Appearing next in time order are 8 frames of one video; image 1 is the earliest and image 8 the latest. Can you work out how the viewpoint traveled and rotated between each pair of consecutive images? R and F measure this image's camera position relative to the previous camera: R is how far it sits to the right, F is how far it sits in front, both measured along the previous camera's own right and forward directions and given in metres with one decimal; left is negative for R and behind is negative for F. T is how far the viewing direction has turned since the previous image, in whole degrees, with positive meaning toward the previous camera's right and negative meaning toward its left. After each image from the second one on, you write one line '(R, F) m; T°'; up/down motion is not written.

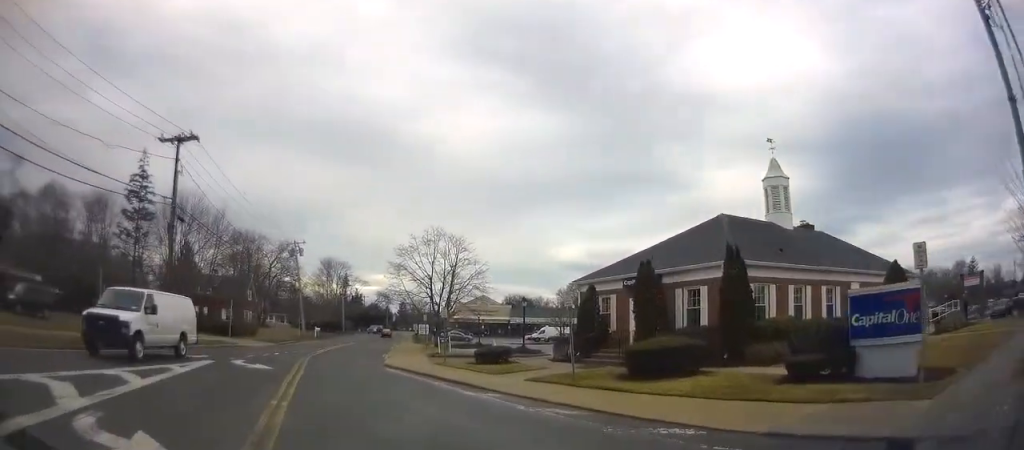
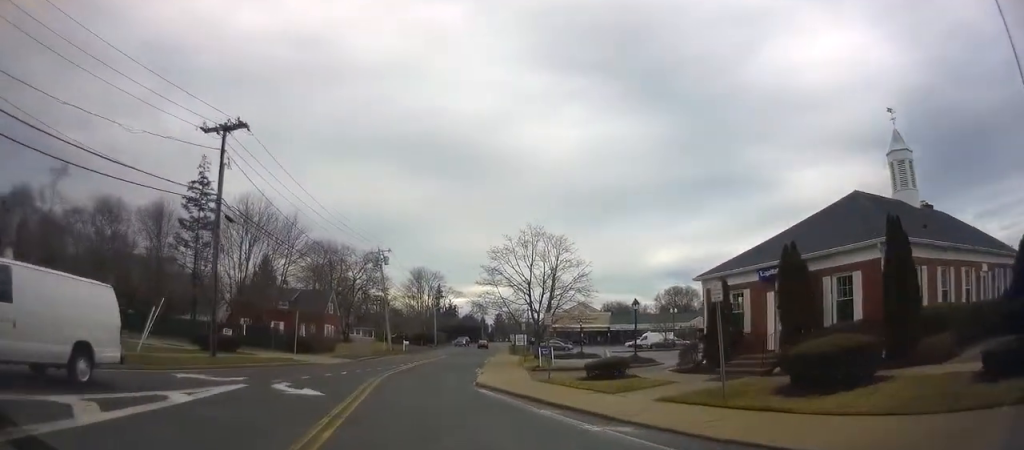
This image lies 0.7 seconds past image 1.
(-0.3, +4.3) m; -9°
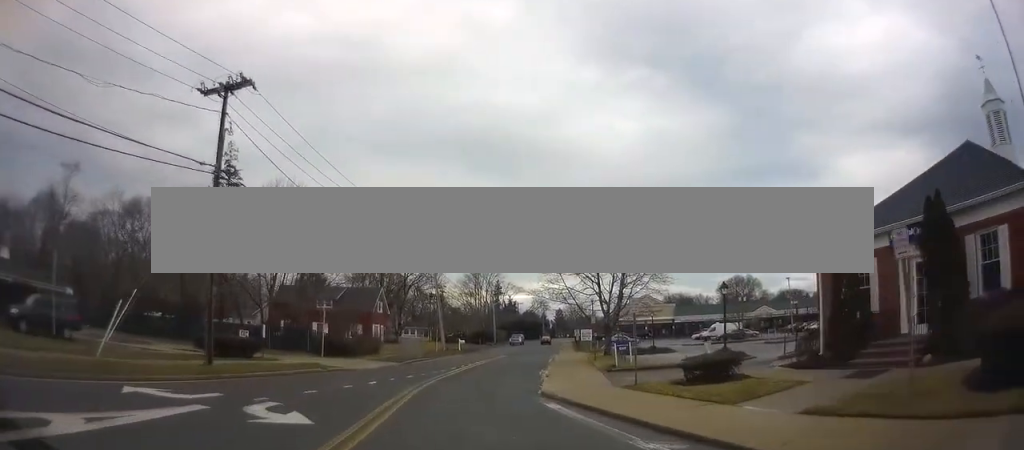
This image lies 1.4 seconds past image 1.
(-0.4, +4.7) m; -10°
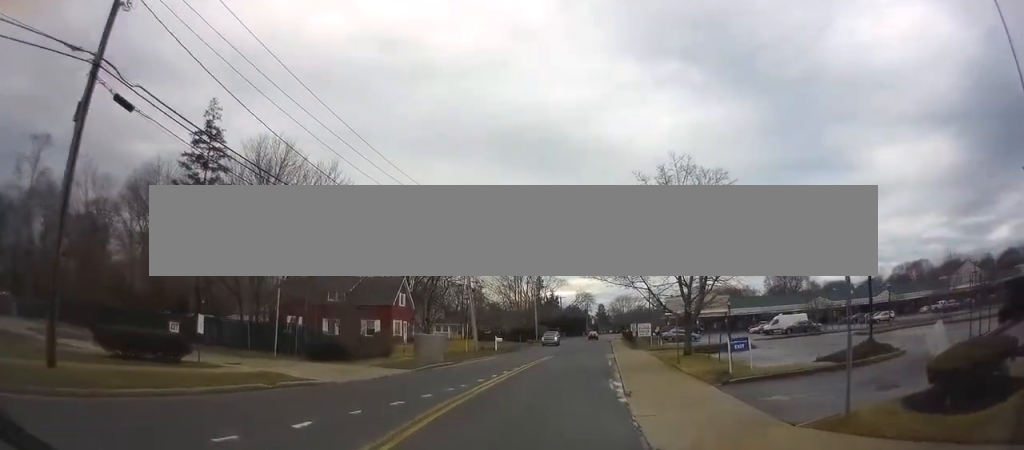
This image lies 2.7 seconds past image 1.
(-1.4, +8.9) m; -12°
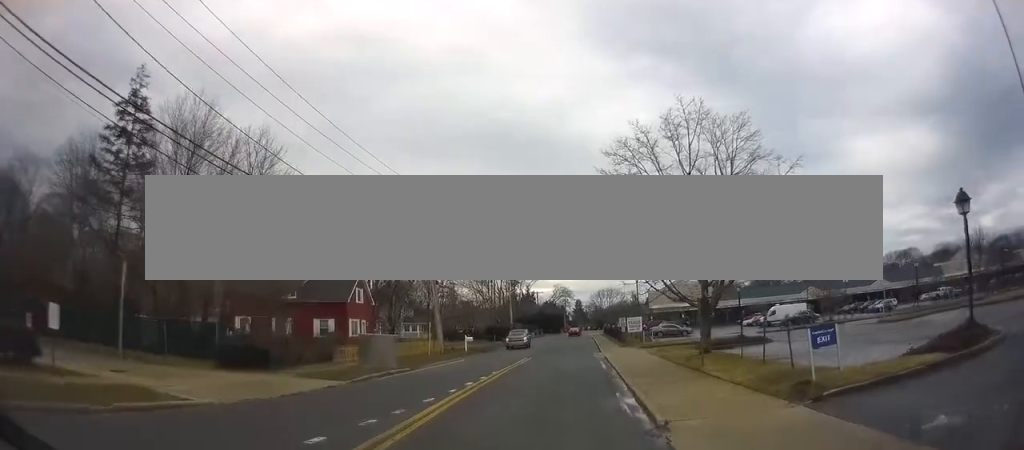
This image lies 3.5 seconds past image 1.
(-0.2, +6.5) m; 0°
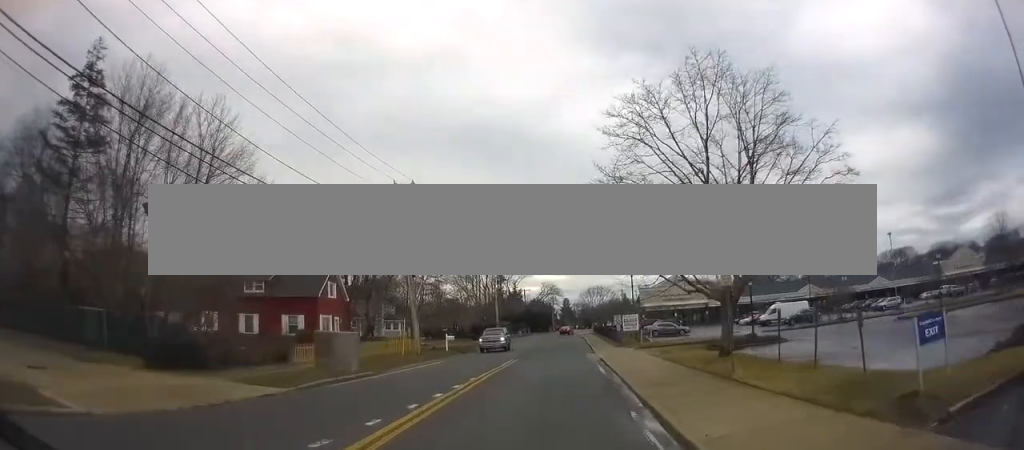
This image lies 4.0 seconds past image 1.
(-0.2, +4.0) m; +3°
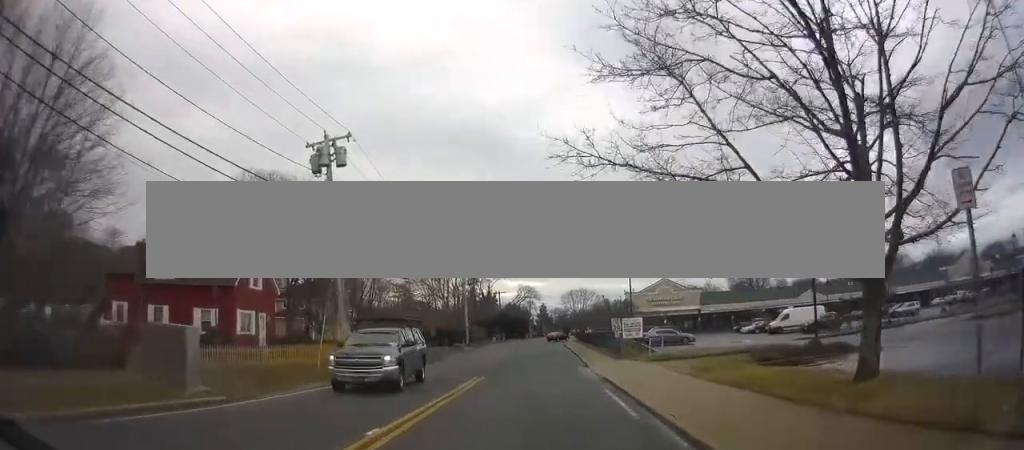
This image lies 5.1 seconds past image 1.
(+0.9, +10.2) m; +3°
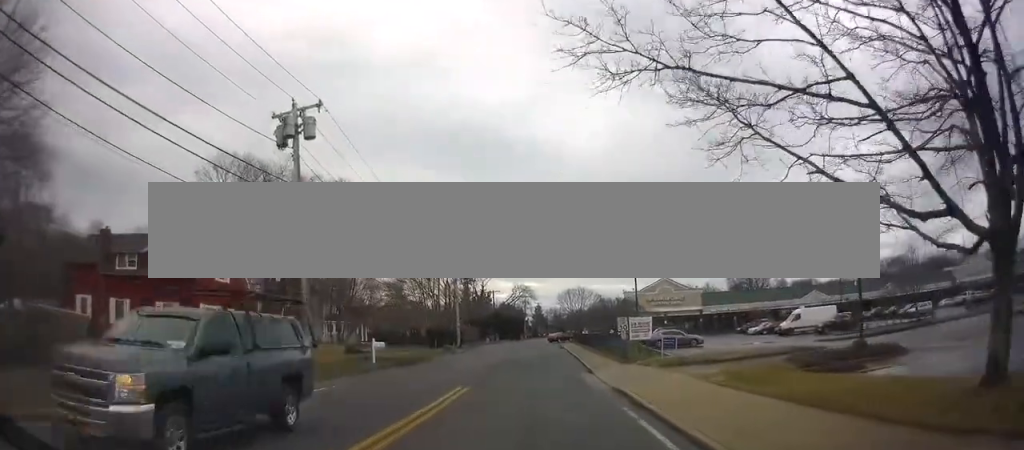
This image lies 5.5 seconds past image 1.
(-0.2, +4.0) m; -1°
